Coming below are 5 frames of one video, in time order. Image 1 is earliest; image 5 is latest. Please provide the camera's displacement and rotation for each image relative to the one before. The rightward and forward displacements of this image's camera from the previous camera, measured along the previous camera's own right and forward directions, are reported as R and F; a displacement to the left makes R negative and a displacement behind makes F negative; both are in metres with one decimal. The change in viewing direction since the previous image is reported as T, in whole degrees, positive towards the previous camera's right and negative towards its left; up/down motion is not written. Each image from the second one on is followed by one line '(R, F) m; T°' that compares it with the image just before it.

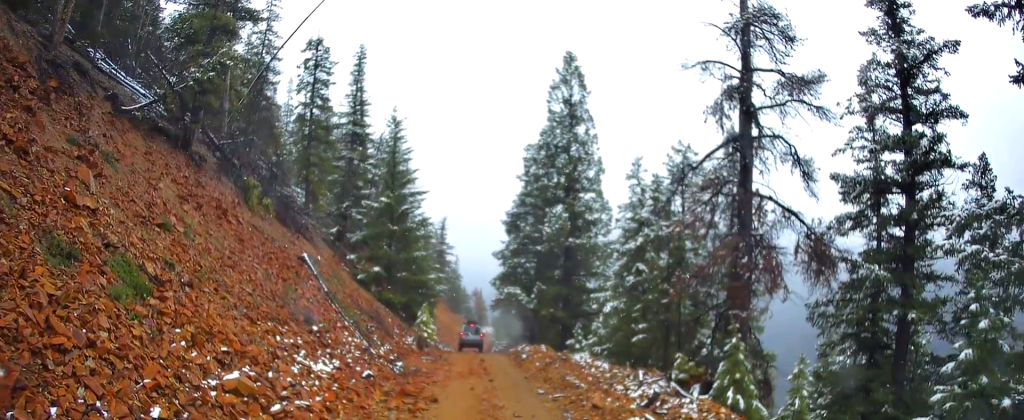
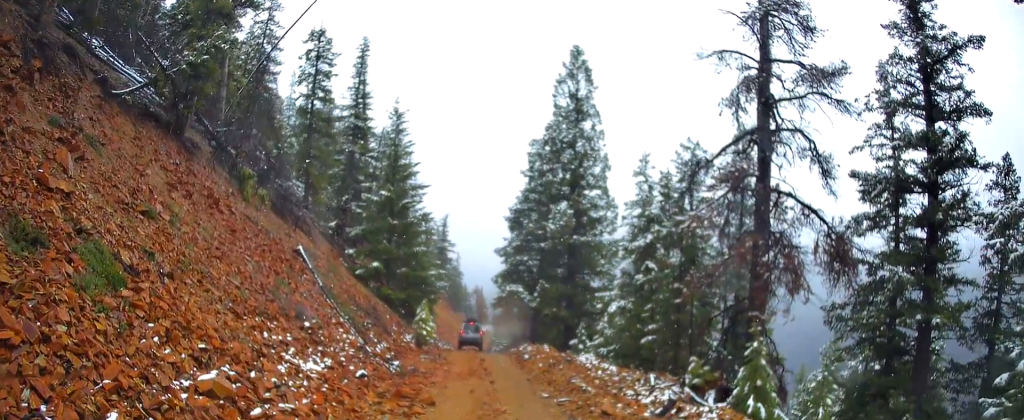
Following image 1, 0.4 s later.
(-0.1, +1.0) m; +1°
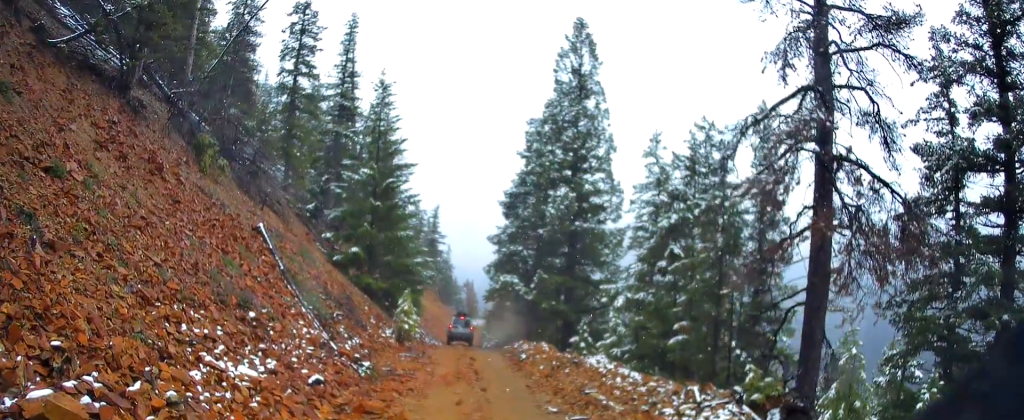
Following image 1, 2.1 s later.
(+0.2, +3.3) m; -1°
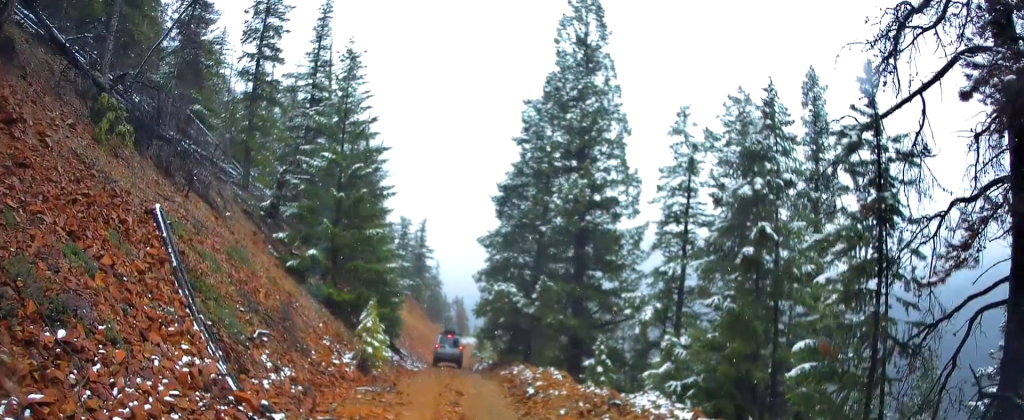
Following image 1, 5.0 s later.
(-0.1, +5.9) m; +2°
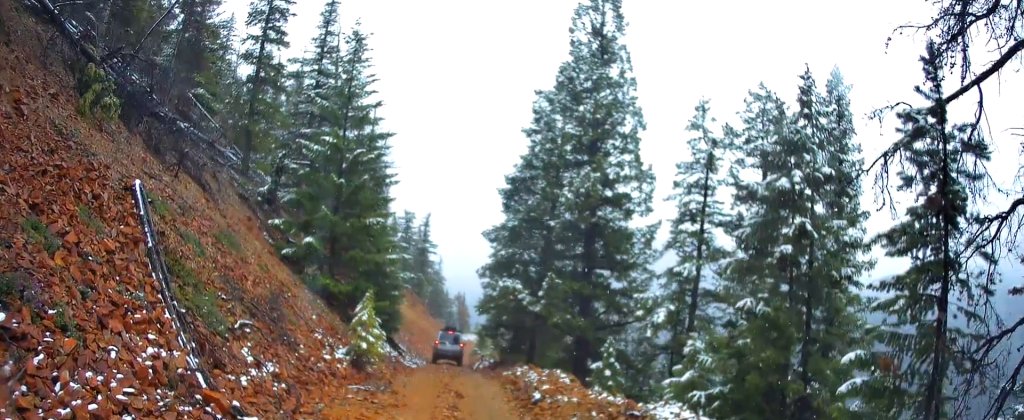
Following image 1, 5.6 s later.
(+0.1, +1.1) m; -1°
